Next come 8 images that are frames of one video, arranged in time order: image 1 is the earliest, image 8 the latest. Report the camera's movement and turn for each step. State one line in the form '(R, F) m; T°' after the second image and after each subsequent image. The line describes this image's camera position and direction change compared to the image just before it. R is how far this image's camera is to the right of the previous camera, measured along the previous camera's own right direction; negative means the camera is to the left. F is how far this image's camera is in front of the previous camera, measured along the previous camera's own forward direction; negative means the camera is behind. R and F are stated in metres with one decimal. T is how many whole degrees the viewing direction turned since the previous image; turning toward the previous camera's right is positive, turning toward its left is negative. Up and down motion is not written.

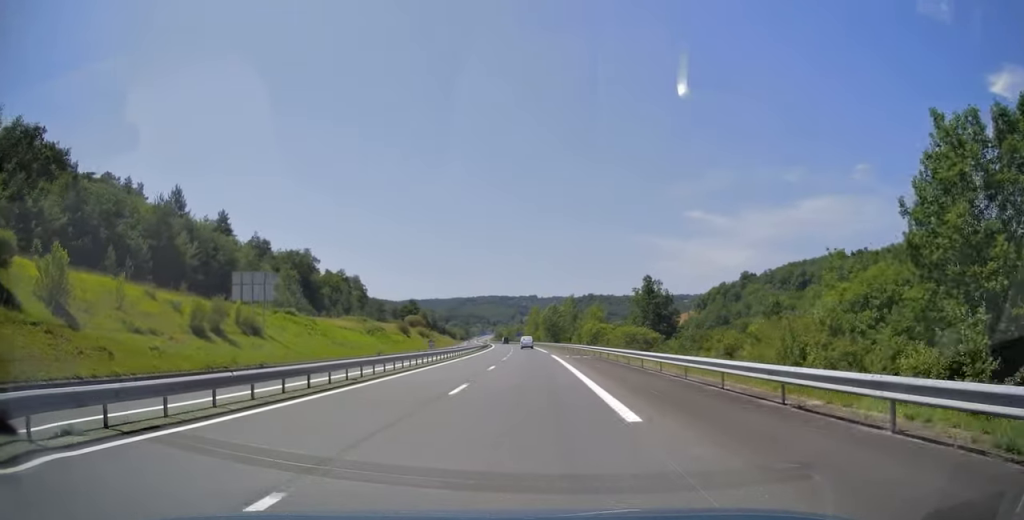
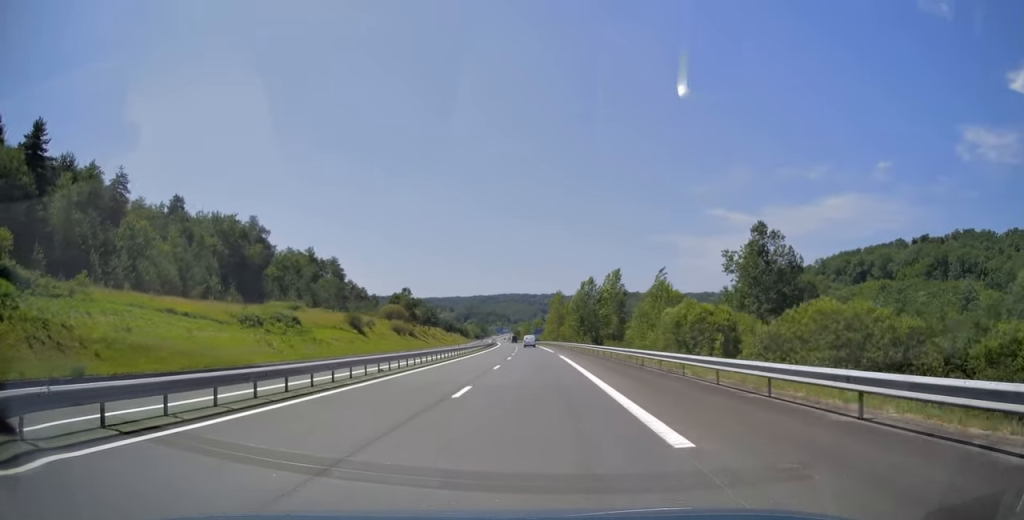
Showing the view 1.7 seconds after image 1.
(-1.3, +54.3) m; -3°
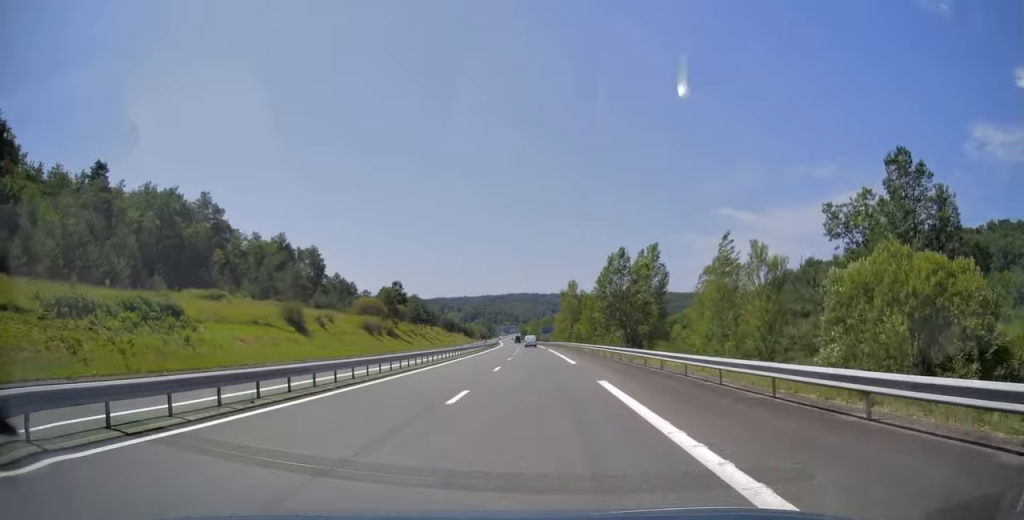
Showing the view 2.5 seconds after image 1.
(-0.2, +28.0) m; 0°
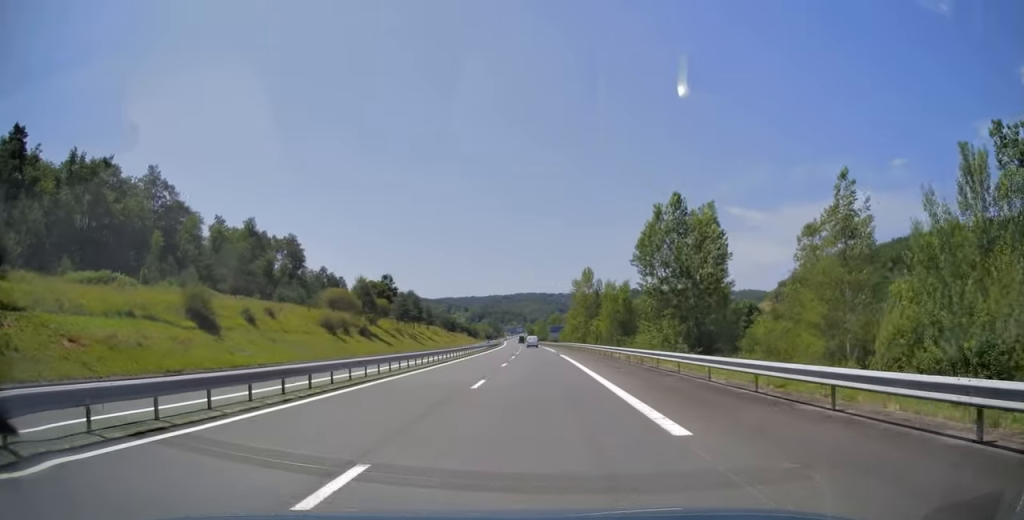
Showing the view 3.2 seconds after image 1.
(-0.1, +22.6) m; -1°
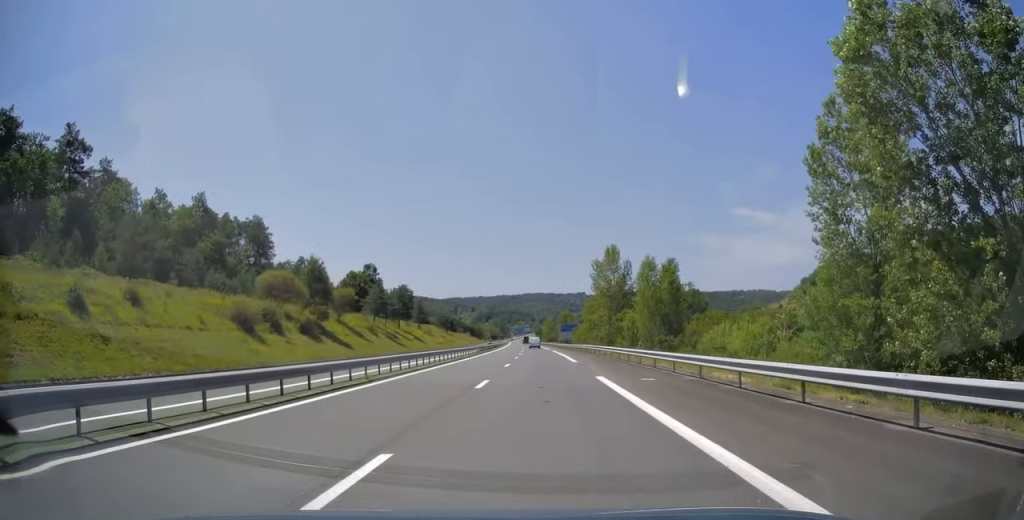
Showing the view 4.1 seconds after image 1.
(-0.2, +26.4) m; -1°
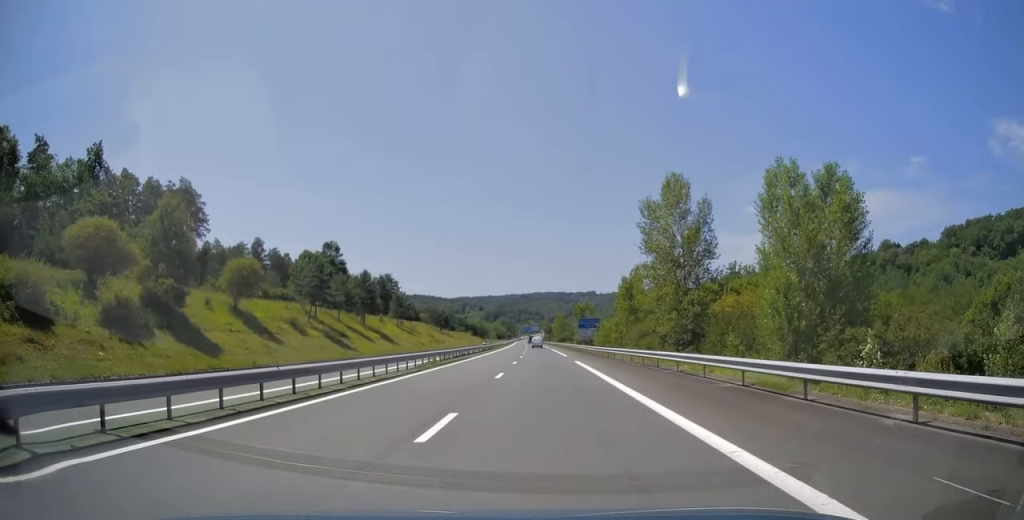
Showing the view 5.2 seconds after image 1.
(-0.5, +35.6) m; -1°
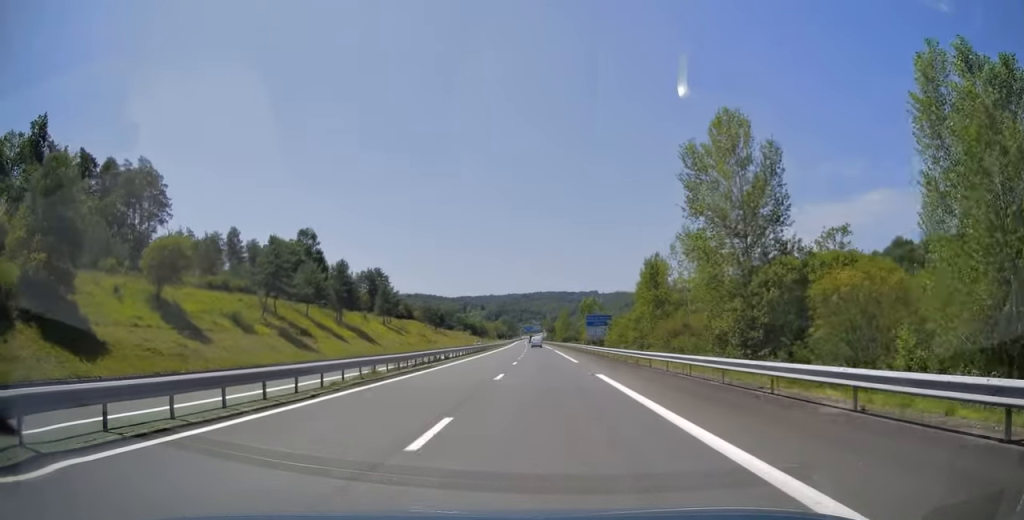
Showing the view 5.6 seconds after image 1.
(-0.1, +14.0) m; 0°
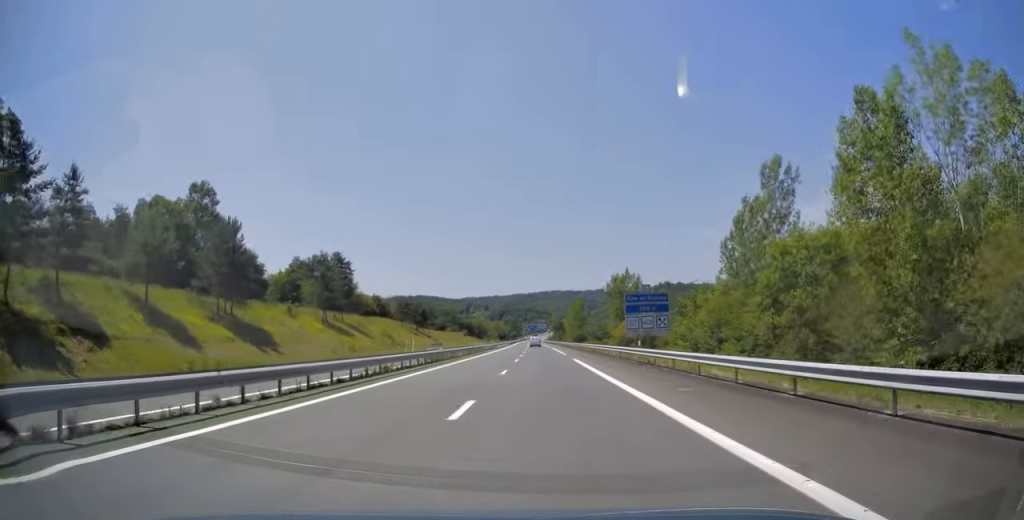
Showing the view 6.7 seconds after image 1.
(-0.2, +37.2) m; 0°
